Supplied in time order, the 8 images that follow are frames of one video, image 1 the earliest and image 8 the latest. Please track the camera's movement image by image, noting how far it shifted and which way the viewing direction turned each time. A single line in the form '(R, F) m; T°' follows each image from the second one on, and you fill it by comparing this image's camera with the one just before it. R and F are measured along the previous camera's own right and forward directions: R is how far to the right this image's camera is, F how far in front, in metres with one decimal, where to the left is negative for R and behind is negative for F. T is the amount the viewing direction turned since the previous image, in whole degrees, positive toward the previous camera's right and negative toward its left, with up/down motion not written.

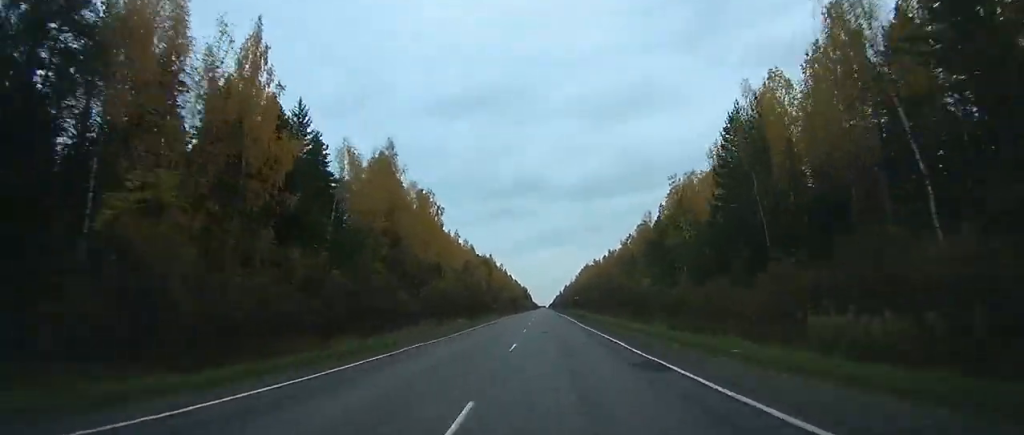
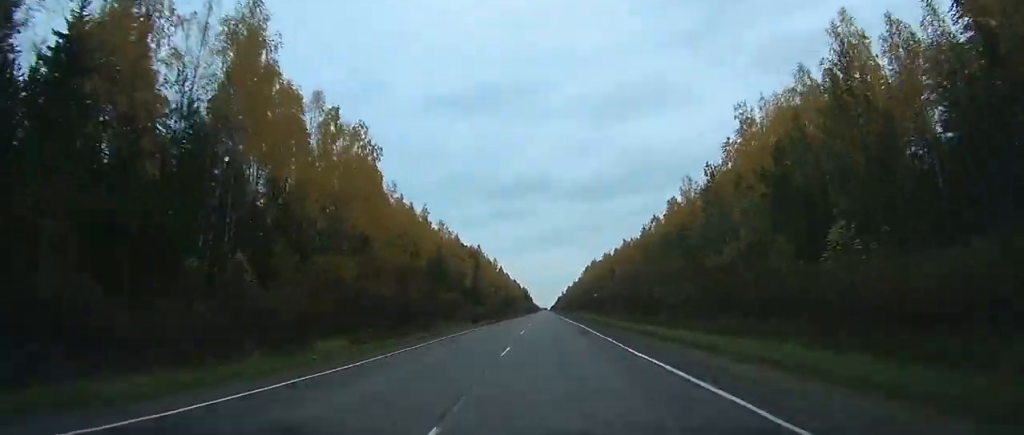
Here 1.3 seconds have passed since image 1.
(+0.1, +39.2) m; 0°
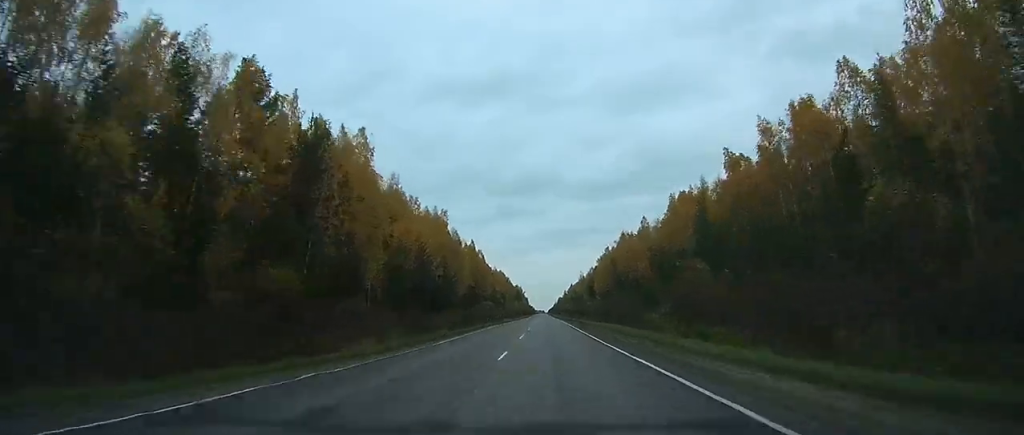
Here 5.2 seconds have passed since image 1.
(+0.1, +111.5) m; 0°
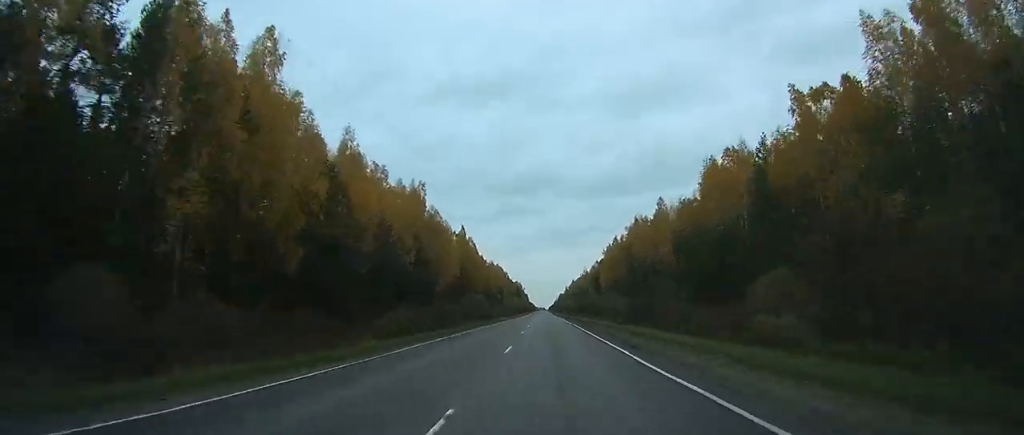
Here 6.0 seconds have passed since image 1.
(0.0, +22.3) m; 0°
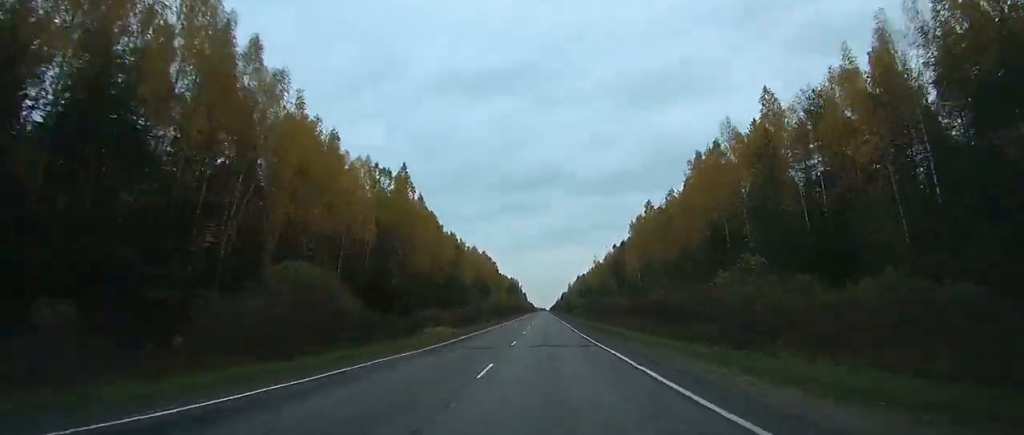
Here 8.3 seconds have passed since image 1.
(-0.2, +63.0) m; 0°
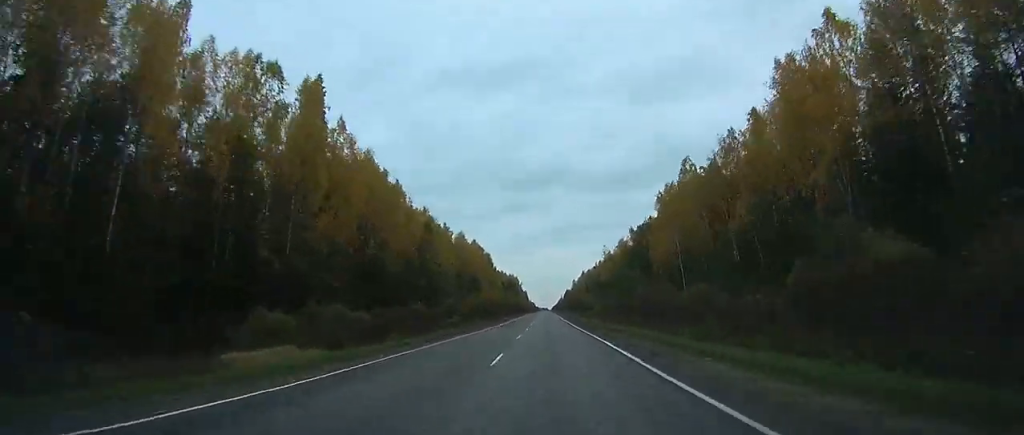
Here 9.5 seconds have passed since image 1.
(0.0, +32.4) m; 0°
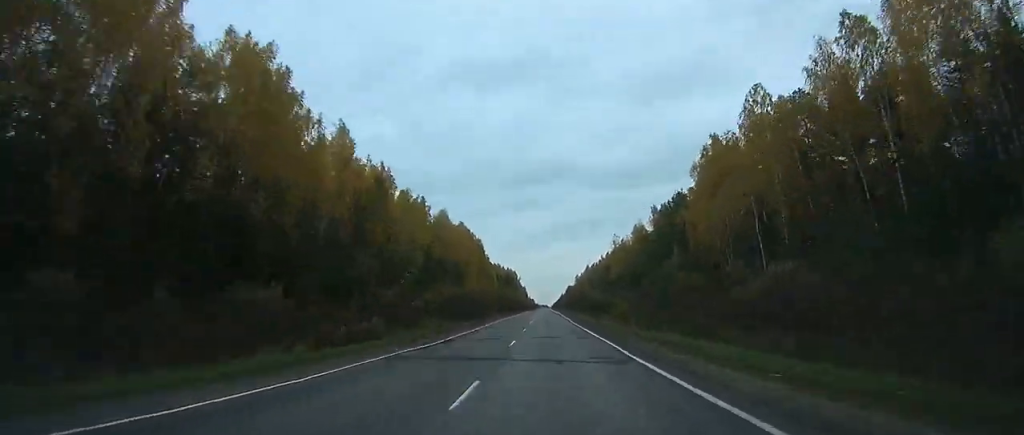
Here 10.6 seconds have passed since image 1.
(-0.1, +30.6) m; 0°
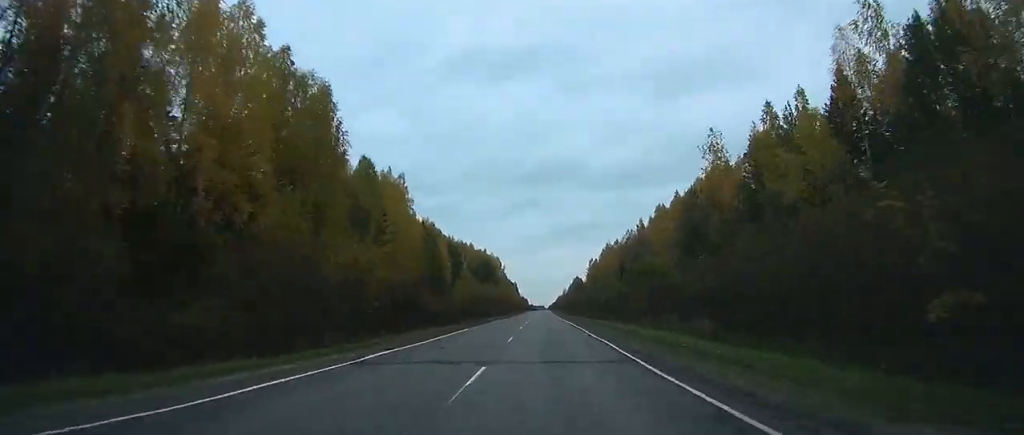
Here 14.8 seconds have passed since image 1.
(-0.3, +121.8) m; 0°
